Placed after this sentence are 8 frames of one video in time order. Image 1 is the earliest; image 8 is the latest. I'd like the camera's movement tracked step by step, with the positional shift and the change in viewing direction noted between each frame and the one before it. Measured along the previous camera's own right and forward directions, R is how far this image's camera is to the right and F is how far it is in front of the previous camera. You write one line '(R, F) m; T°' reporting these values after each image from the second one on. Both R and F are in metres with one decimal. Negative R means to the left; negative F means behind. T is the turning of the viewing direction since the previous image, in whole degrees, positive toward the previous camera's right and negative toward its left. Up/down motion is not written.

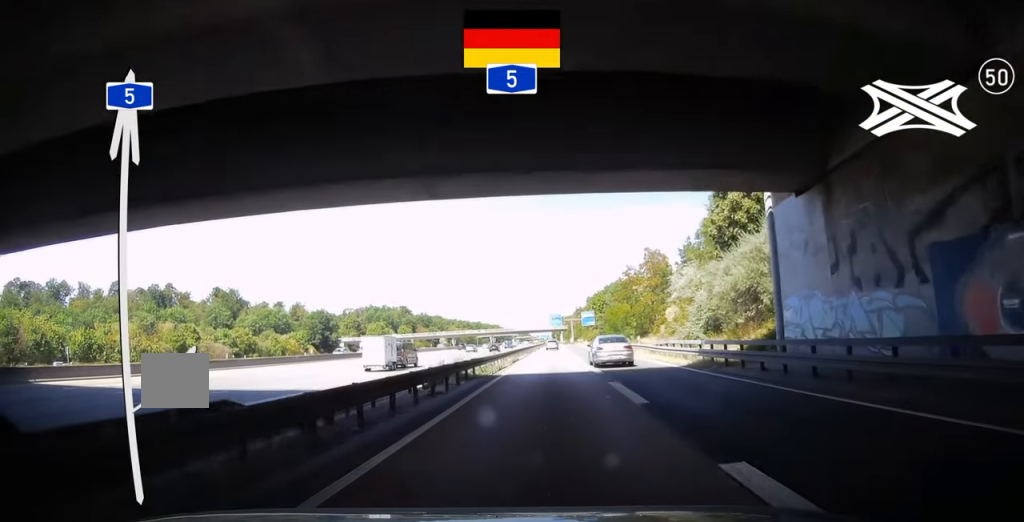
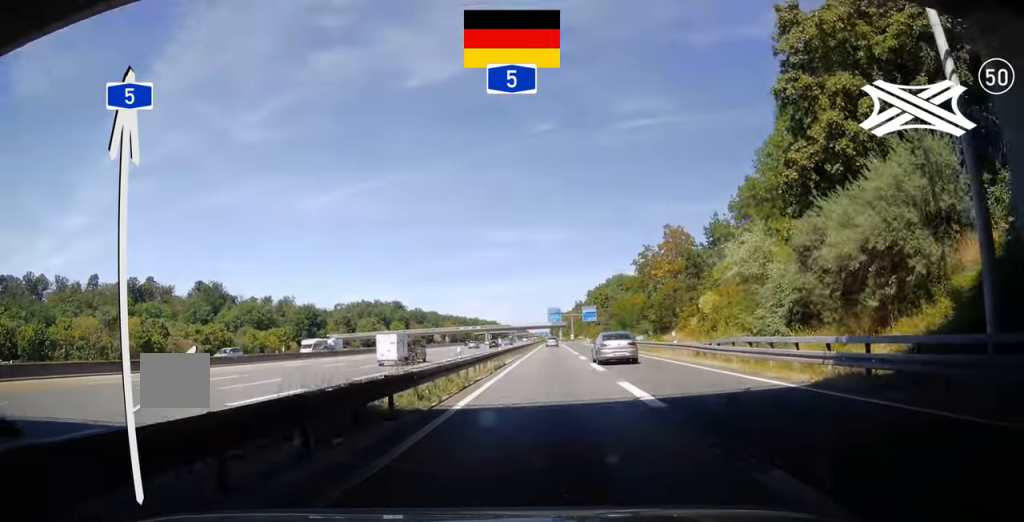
(+0.1, +12.7) m; +1°
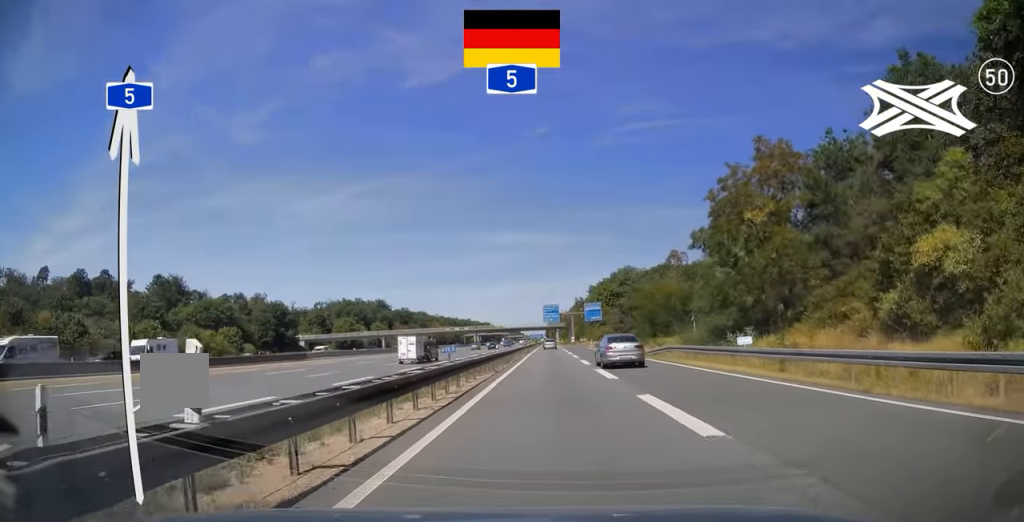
(+0.3, +27.0) m; +1°
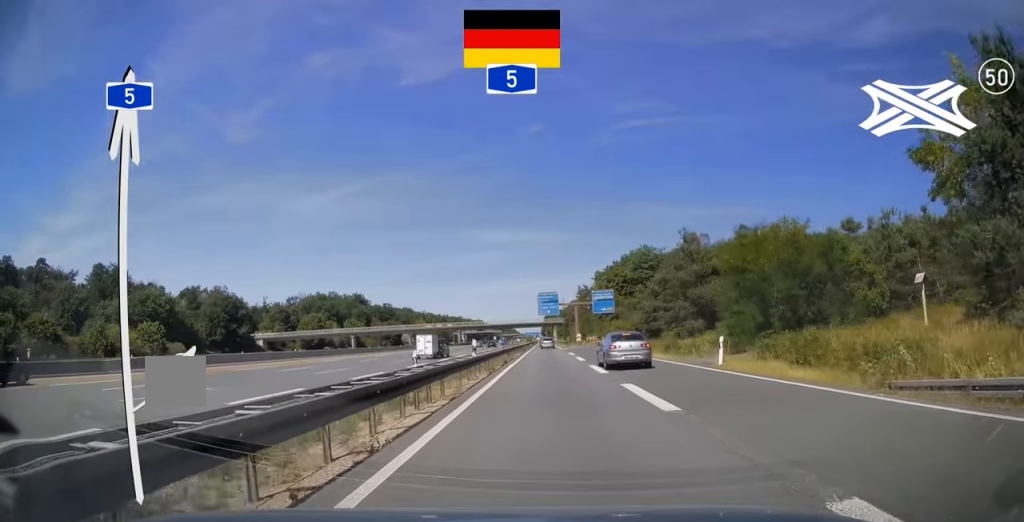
(0.0, +33.5) m; 0°
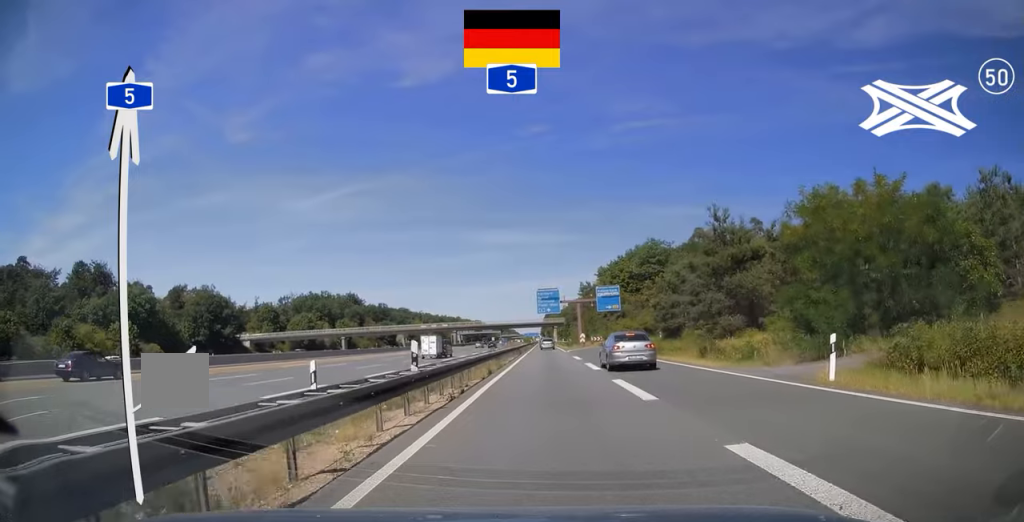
(0.0, +9.7) m; 0°
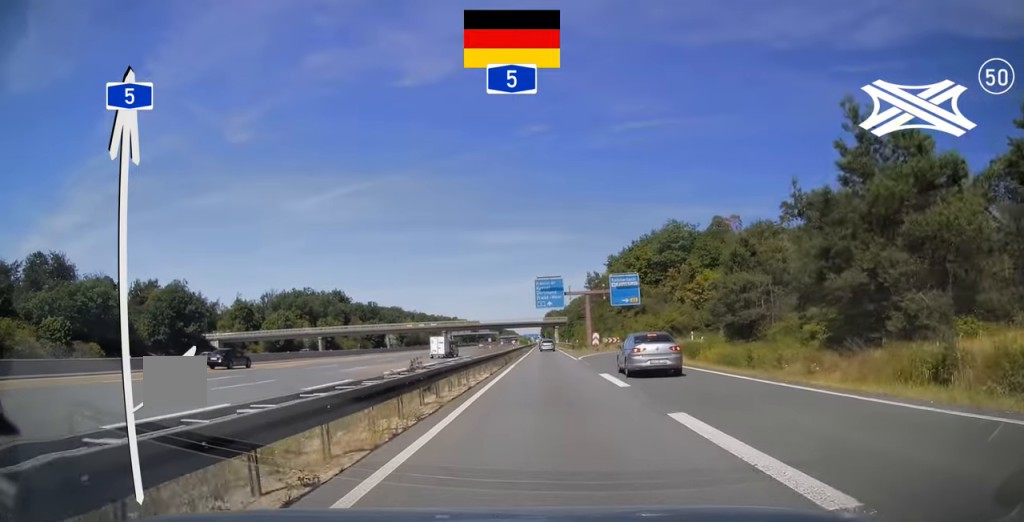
(-0.1, +20.5) m; 0°
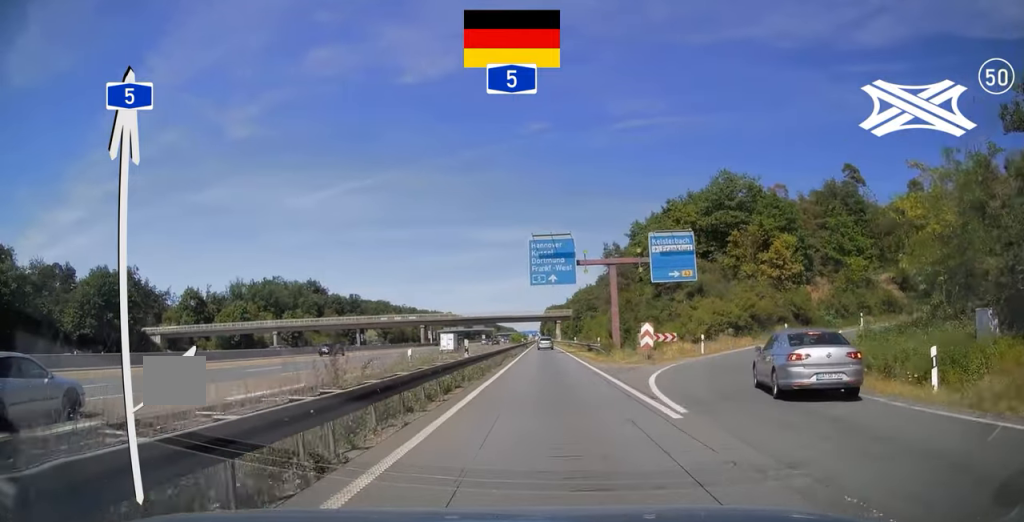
(-0.1, +30.2) m; 0°
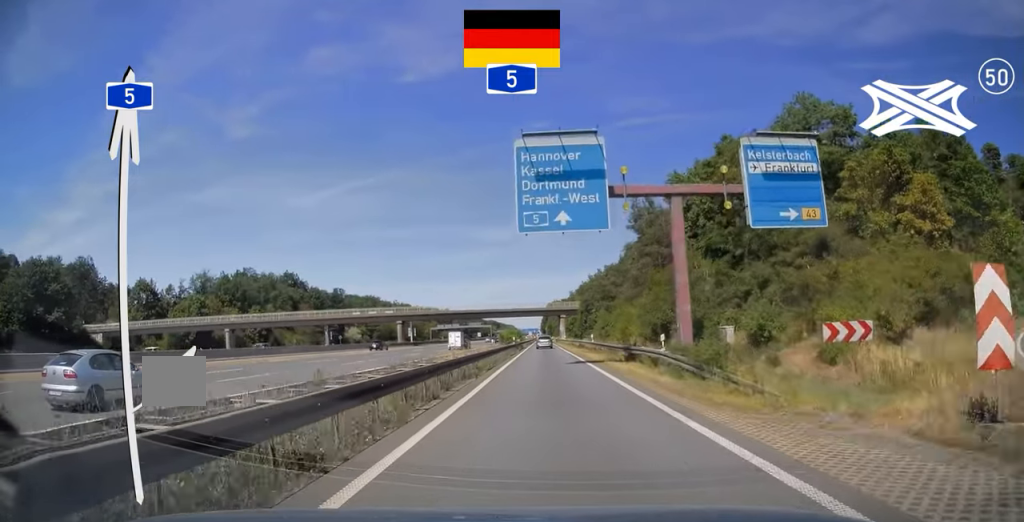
(+0.1, +24.1) m; 0°
